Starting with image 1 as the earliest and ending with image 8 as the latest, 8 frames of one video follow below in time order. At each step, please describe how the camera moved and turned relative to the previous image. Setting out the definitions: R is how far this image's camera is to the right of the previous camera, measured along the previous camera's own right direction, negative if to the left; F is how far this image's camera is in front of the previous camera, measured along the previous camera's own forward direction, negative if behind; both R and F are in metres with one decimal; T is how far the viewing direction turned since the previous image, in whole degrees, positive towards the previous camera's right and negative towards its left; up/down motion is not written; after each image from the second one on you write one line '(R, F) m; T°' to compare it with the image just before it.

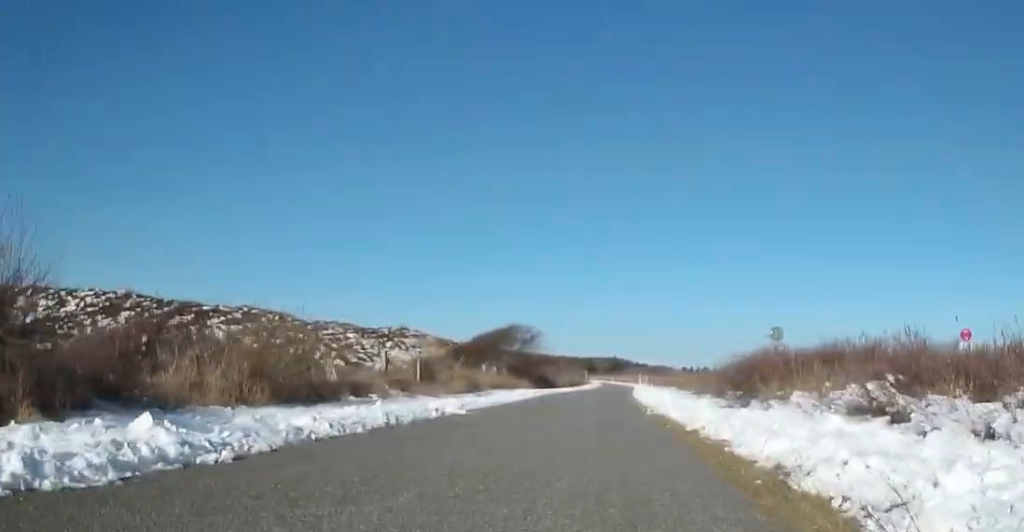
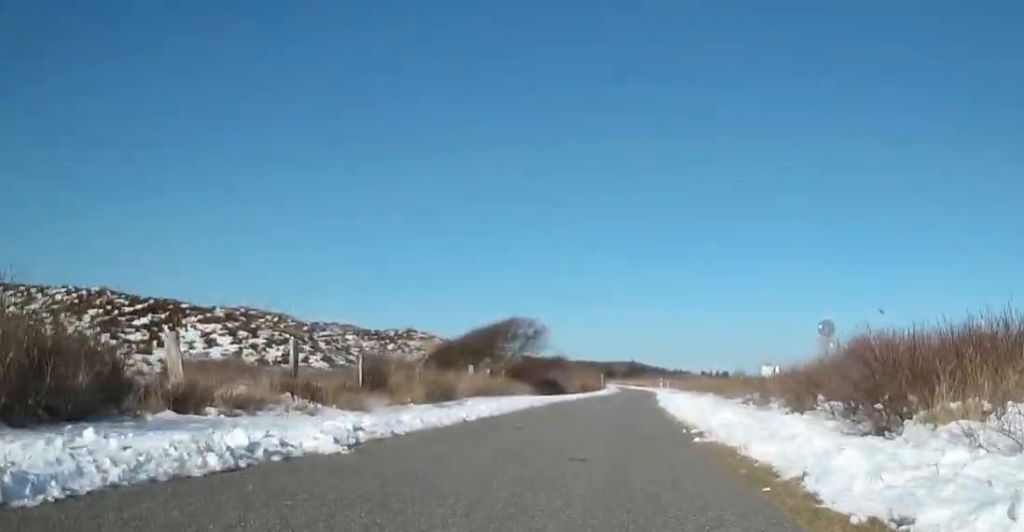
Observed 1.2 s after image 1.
(0.0, +5.2) m; 0°
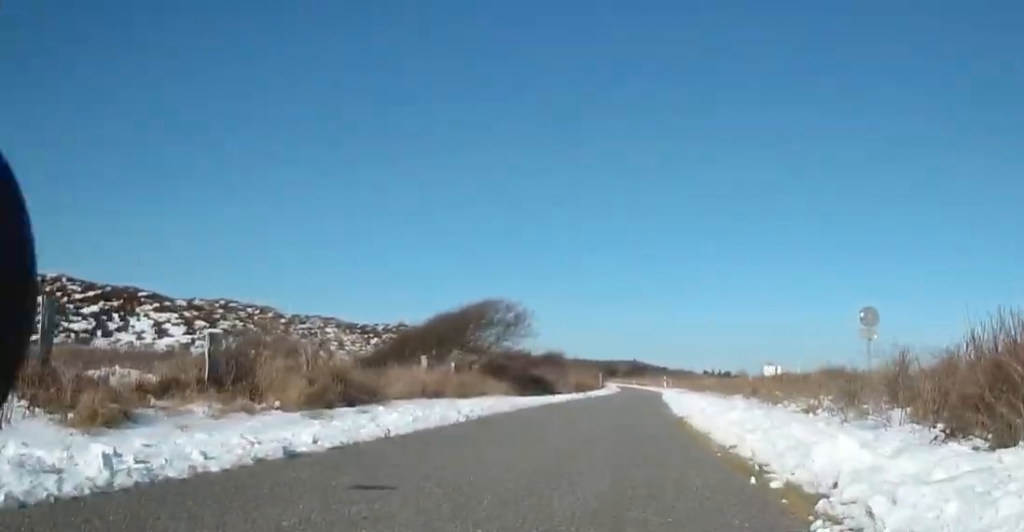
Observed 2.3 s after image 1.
(0.0, +5.1) m; 0°
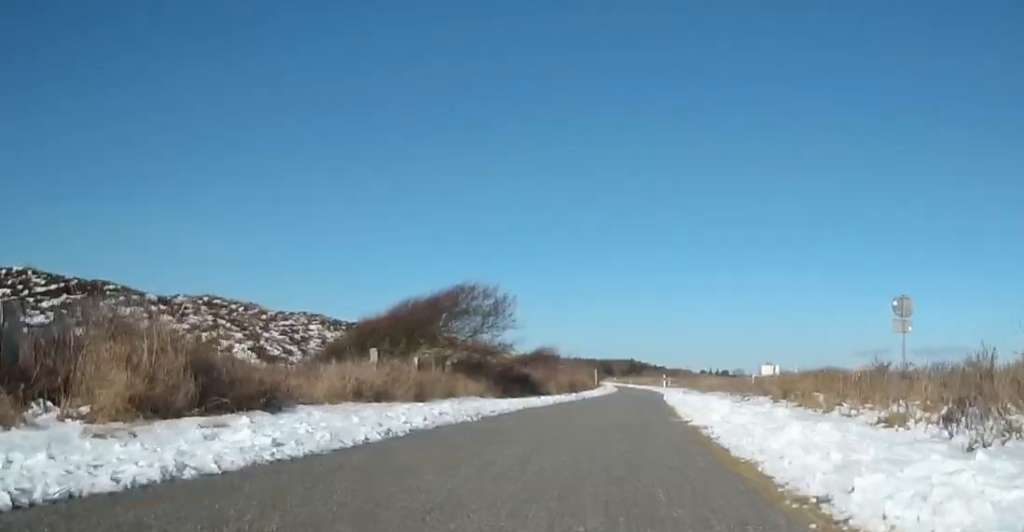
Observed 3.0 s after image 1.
(0.0, +3.2) m; 0°
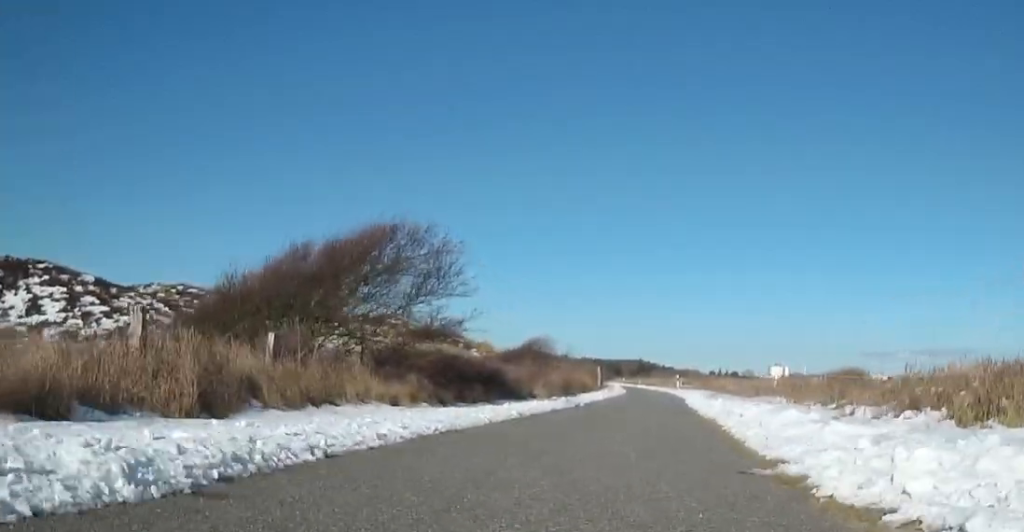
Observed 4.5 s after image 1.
(0.0, +7.0) m; 0°
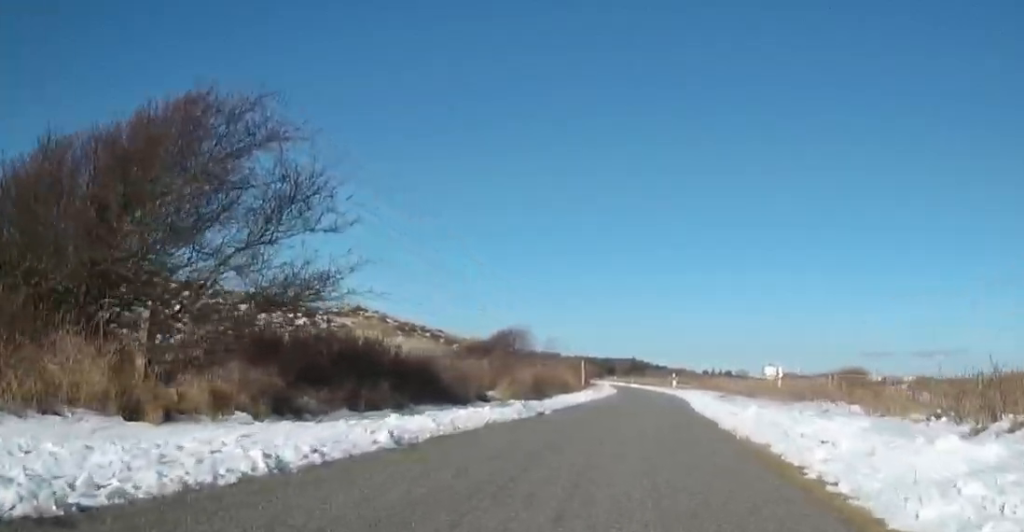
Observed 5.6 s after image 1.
(0.0, +5.2) m; 0°
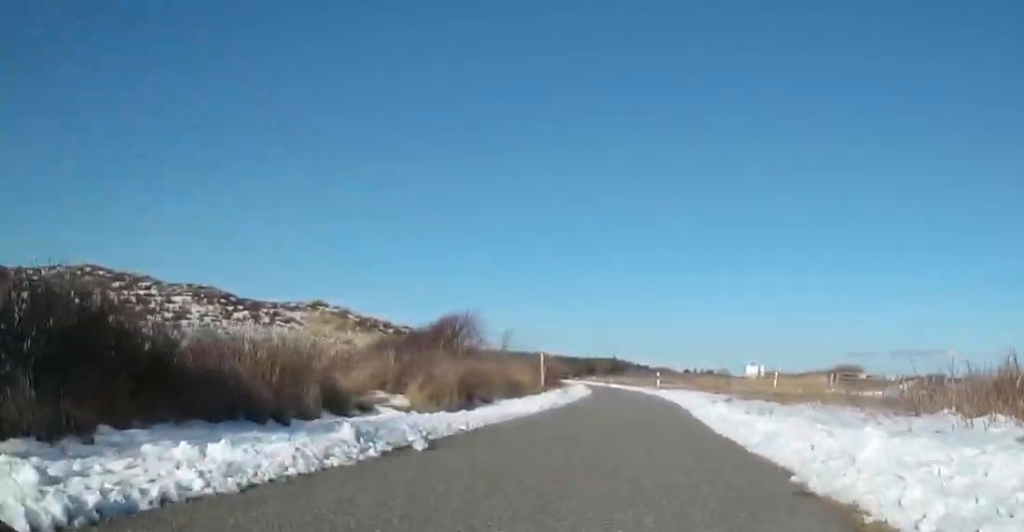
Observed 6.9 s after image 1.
(0.0, +5.6) m; 0°
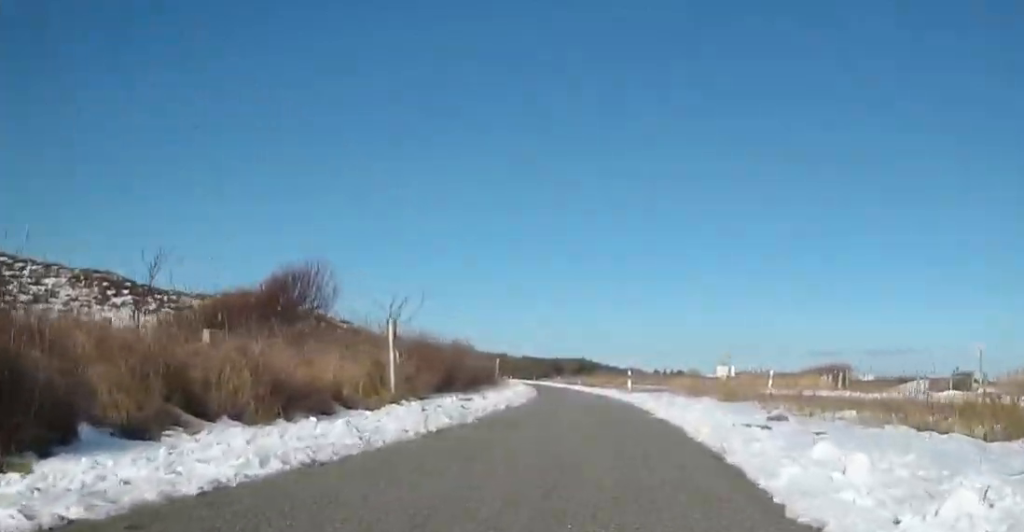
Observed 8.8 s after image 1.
(0.0, +8.7) m; 0°
